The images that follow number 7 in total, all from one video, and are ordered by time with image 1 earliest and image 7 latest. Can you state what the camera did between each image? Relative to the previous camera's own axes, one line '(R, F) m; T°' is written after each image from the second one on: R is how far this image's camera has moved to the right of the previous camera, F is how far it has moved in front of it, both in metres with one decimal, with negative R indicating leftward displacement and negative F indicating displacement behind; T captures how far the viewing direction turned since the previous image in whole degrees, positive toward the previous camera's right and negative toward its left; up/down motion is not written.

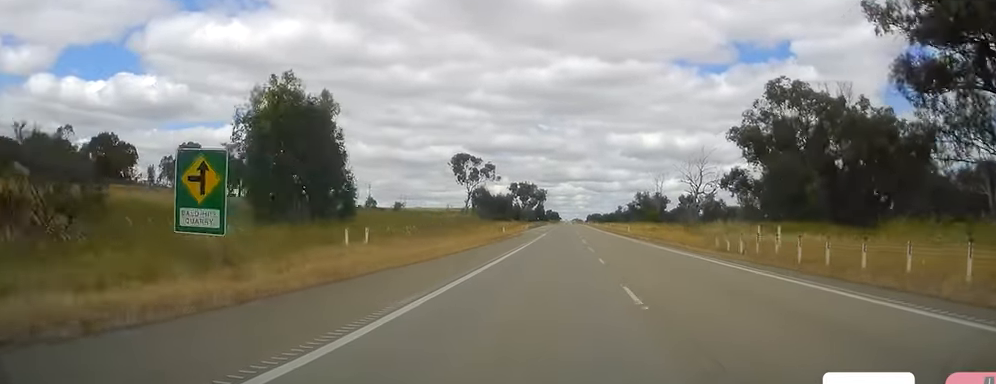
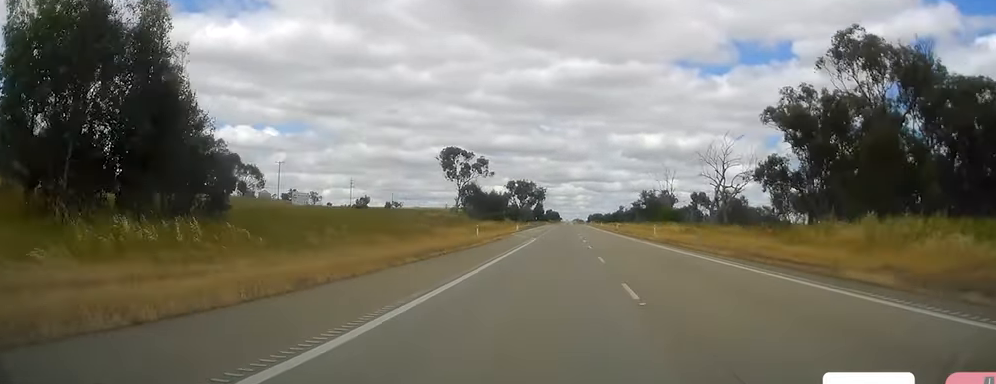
(0.0, +24.0) m; 0°
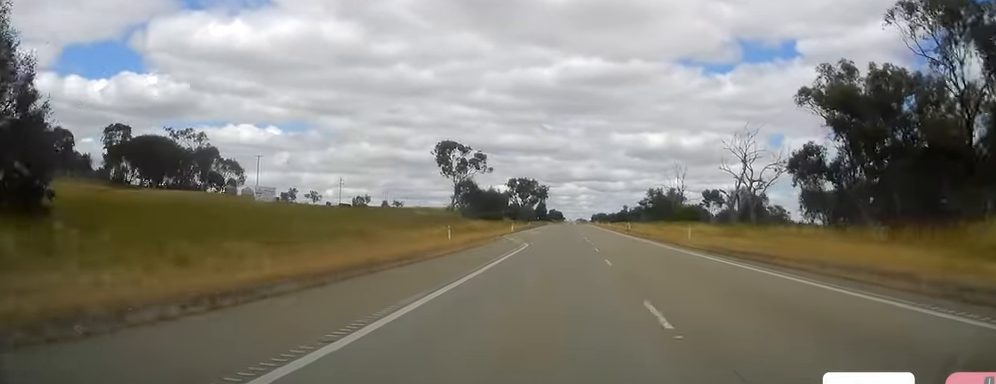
(-0.1, +15.3) m; 0°
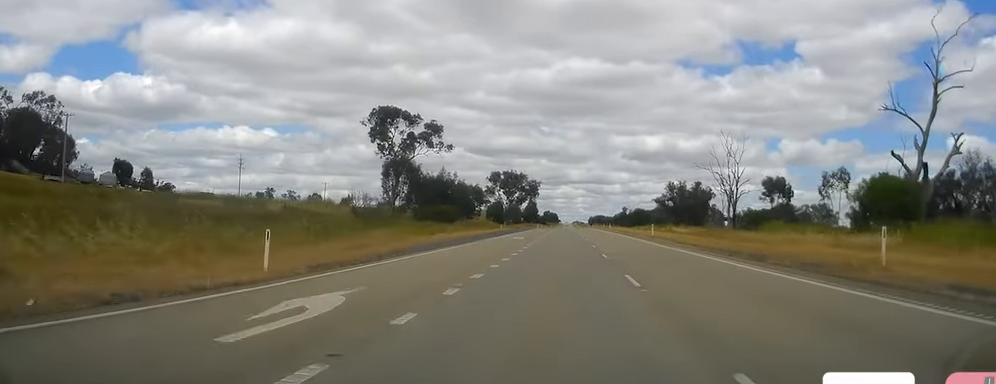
(0.0, +71.1) m; 0°
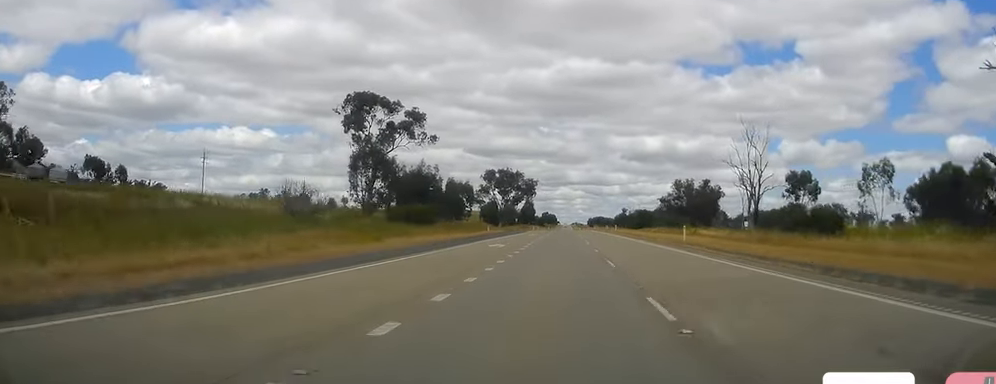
(-0.2, +17.0) m; +1°
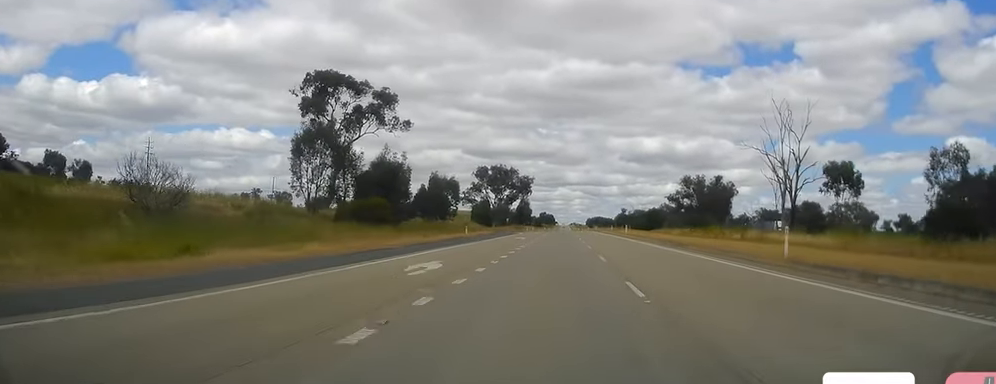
(+0.6, +20.9) m; 0°
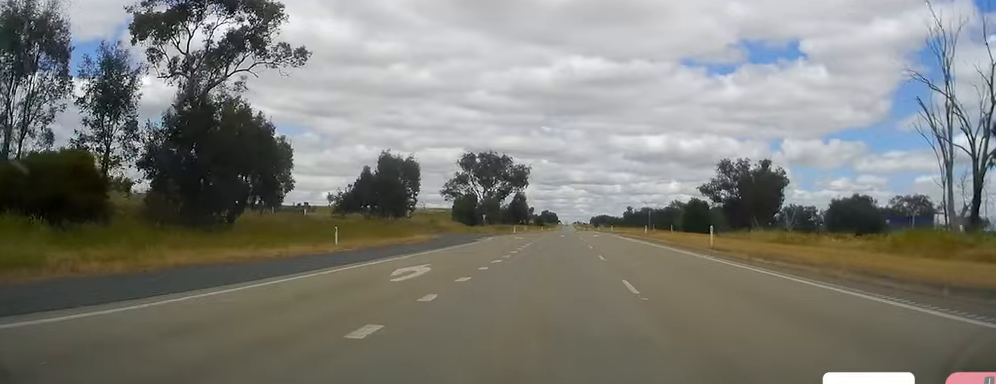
(-1.2, +47.4) m; -1°
